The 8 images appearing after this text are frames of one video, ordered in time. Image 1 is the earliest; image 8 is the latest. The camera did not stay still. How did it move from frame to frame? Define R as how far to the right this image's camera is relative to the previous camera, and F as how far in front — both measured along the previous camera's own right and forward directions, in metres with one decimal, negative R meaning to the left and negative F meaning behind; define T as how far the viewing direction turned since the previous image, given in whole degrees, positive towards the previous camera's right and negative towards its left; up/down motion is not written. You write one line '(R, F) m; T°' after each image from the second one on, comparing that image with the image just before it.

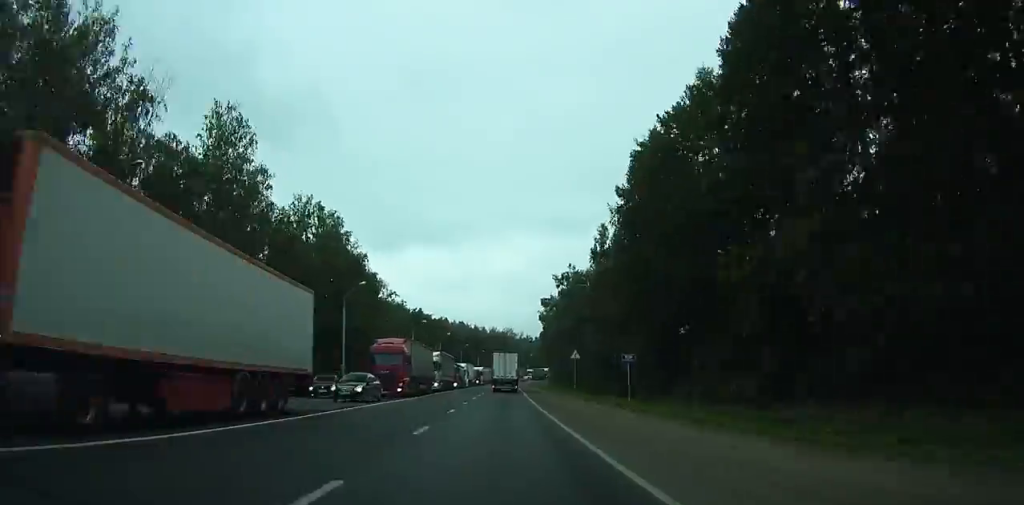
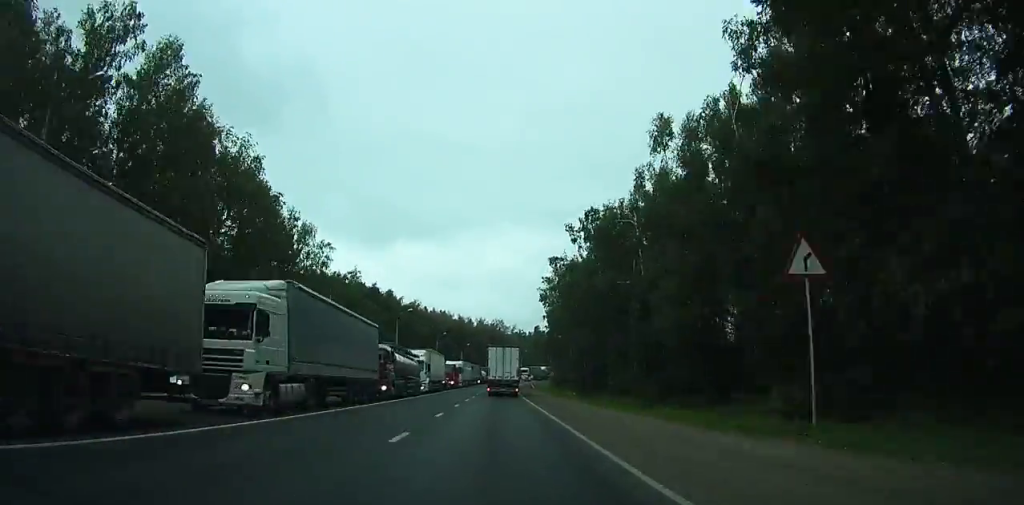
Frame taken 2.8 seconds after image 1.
(+0.2, +40.8) m; +1°
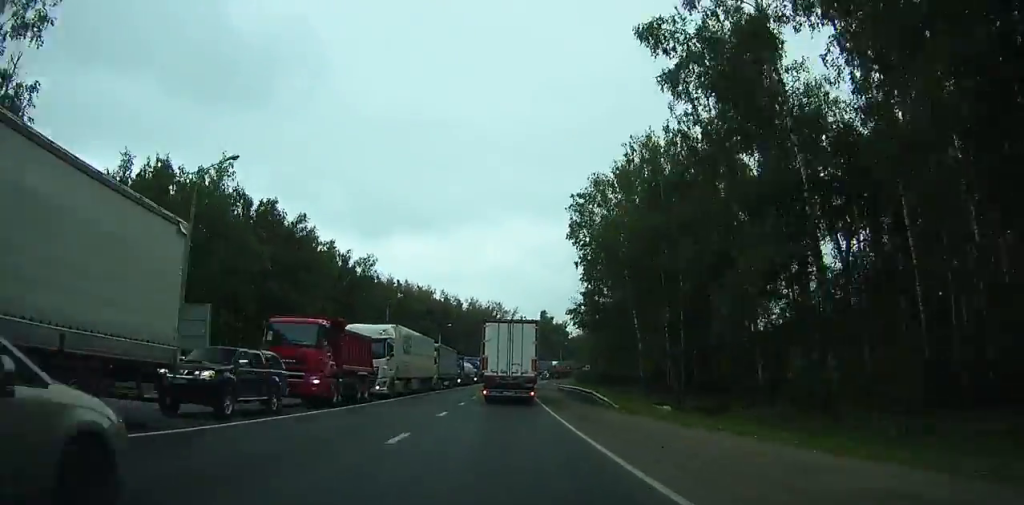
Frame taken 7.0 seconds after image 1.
(+0.8, +54.5) m; +1°
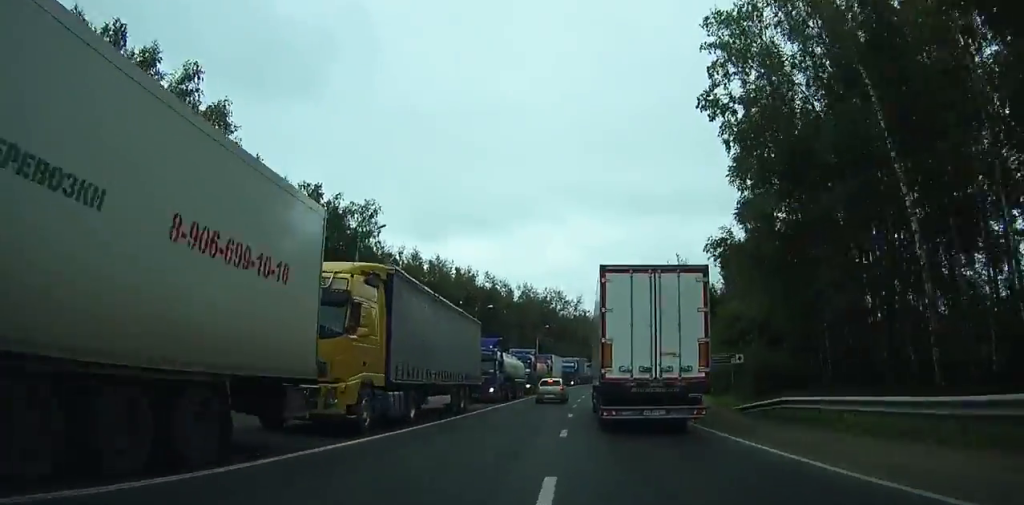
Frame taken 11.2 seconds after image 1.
(-0.5, +43.4) m; -1°
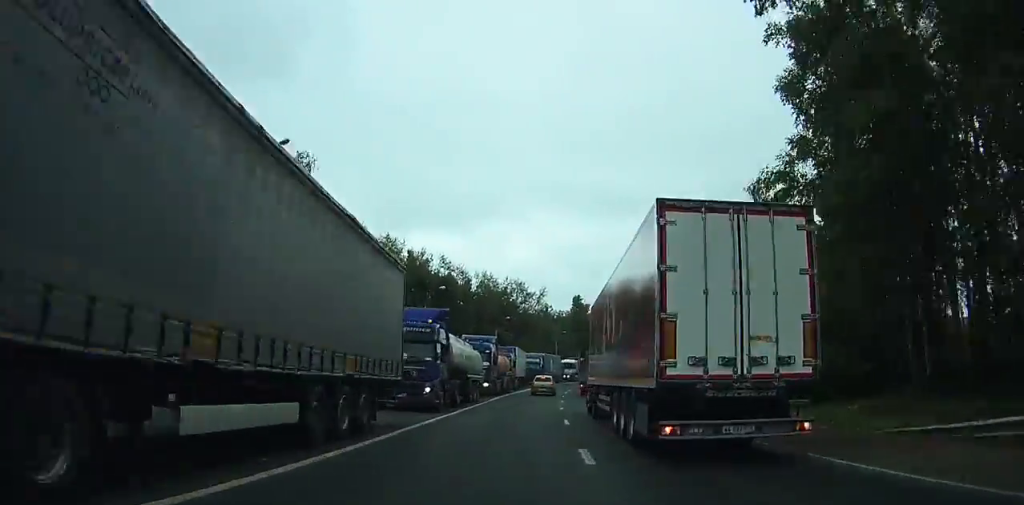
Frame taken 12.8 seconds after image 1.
(-0.4, +15.1) m; 0°
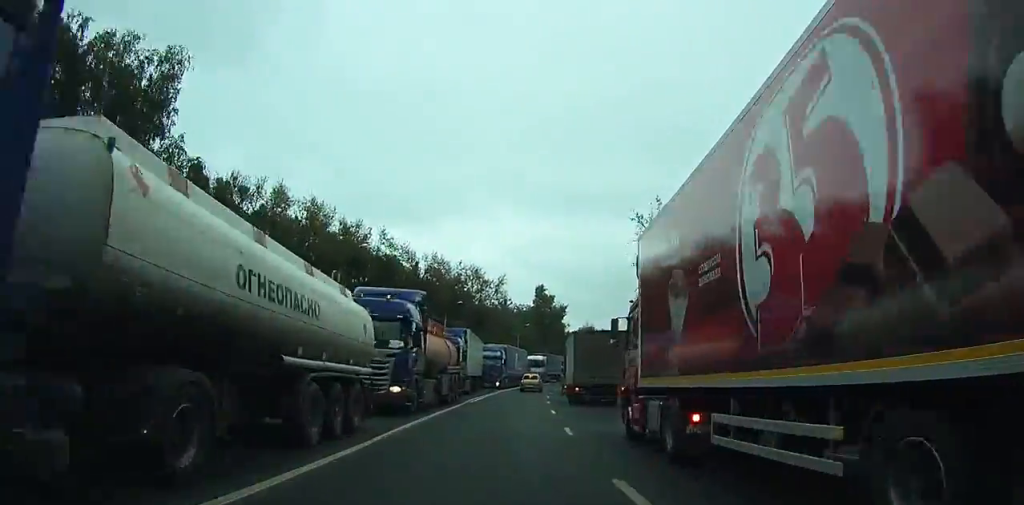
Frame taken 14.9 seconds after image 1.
(+0.7, +18.5) m; +3°
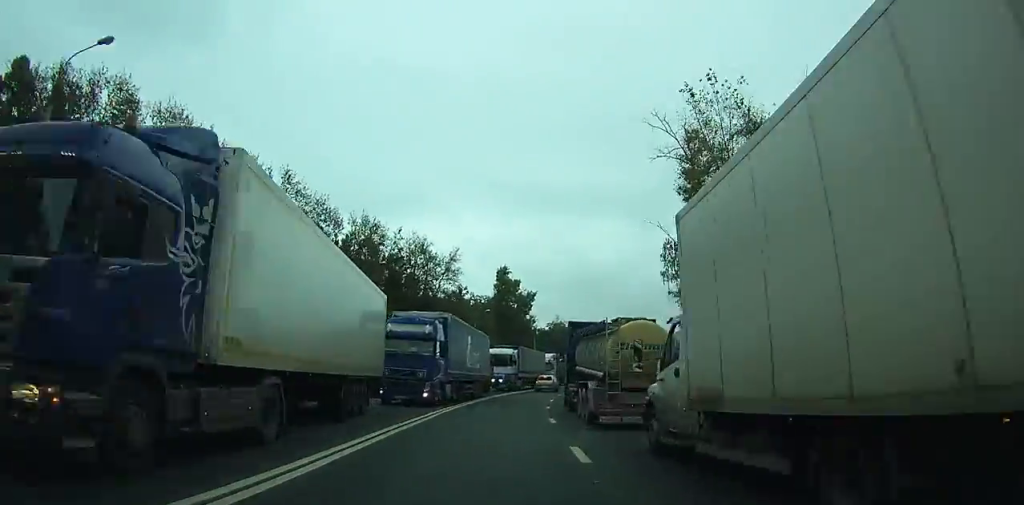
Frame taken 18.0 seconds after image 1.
(+0.8, +25.8) m; +3°
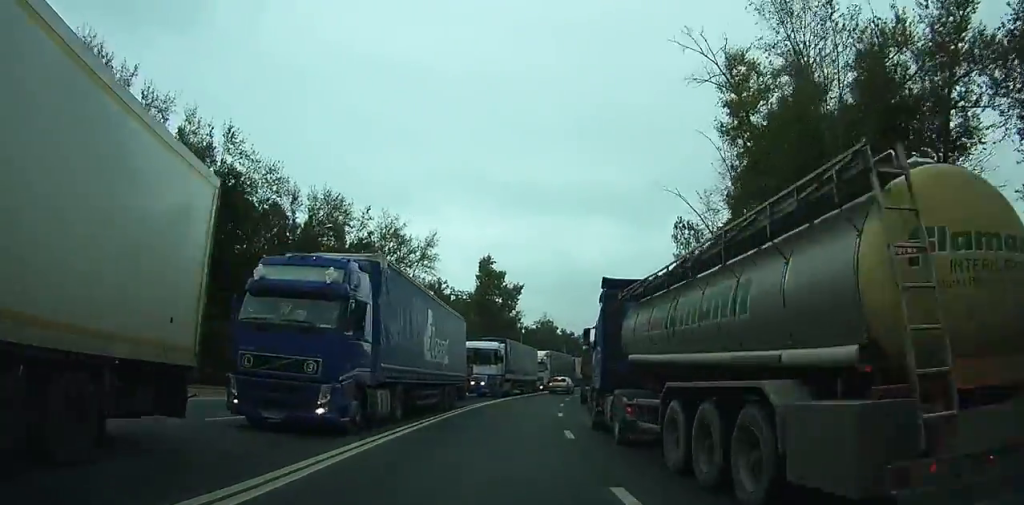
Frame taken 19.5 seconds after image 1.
(+0.1, +11.5) m; +2°
